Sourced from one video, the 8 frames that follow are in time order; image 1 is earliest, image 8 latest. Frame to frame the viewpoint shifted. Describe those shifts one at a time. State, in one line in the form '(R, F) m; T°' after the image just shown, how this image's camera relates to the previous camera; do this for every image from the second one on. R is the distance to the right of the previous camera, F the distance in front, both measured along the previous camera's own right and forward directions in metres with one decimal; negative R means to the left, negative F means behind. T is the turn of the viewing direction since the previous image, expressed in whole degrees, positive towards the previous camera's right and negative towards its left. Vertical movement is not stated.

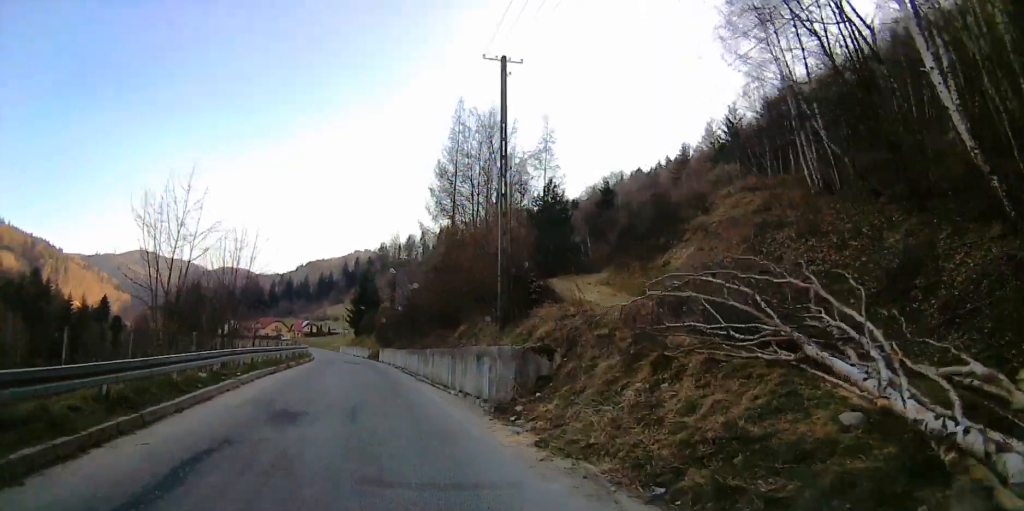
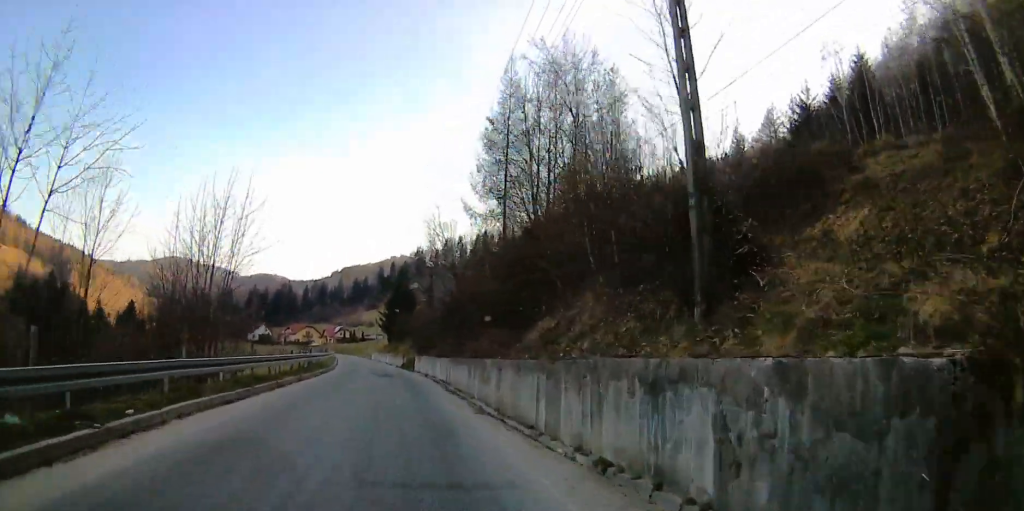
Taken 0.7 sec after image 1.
(-0.4, +9.8) m; -3°
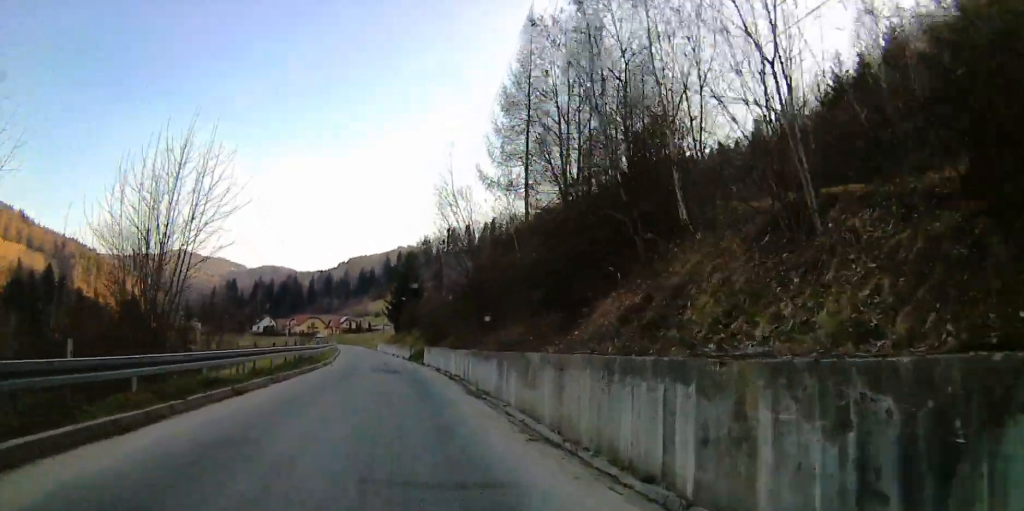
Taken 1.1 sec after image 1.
(-0.1, +6.0) m; -2°
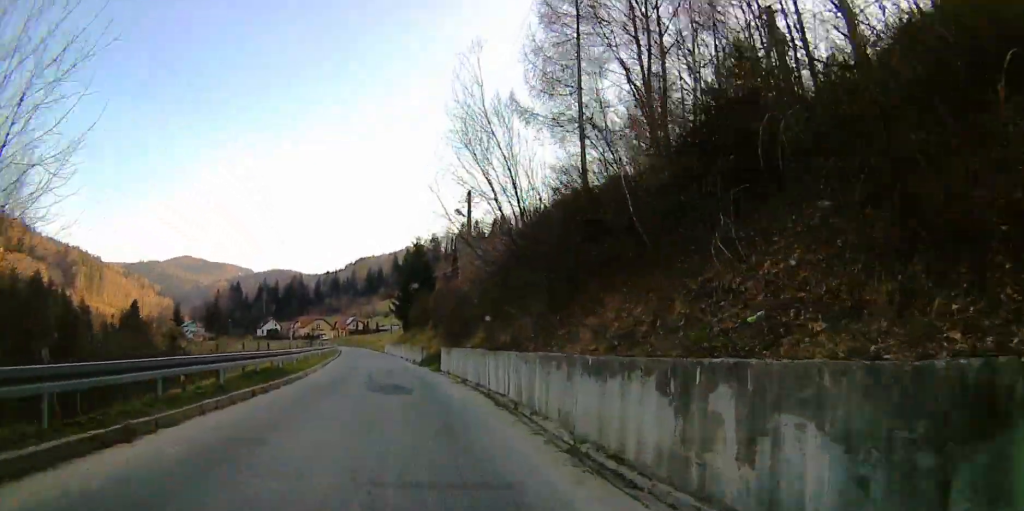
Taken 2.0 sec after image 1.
(-0.2, +10.9) m; +1°
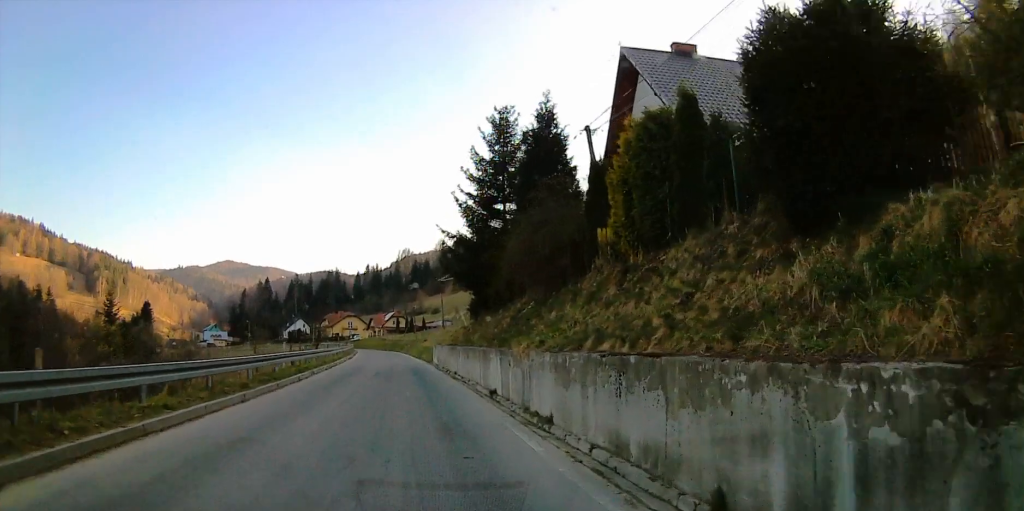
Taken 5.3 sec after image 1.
(-2.8, +44.1) m; -7°
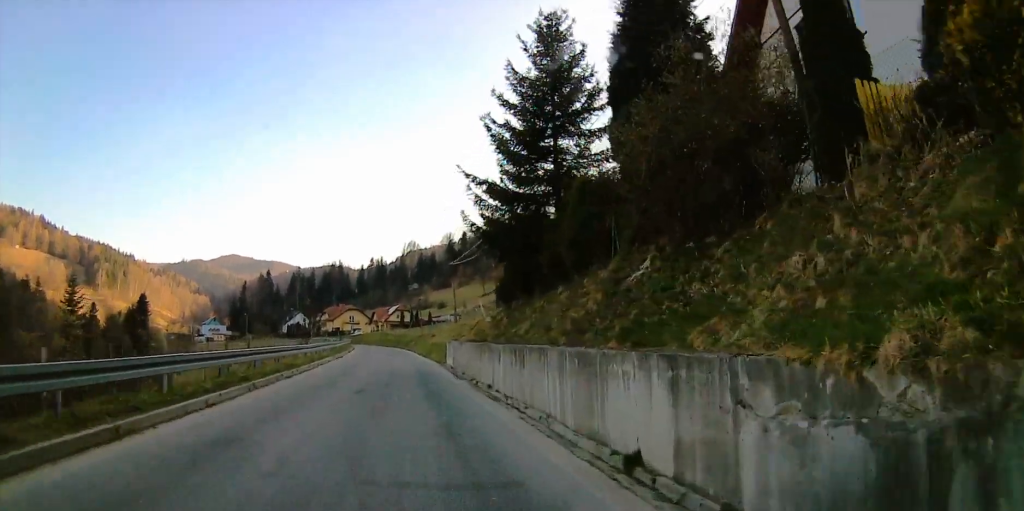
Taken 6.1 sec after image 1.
(+0.2, +12.4) m; +1°
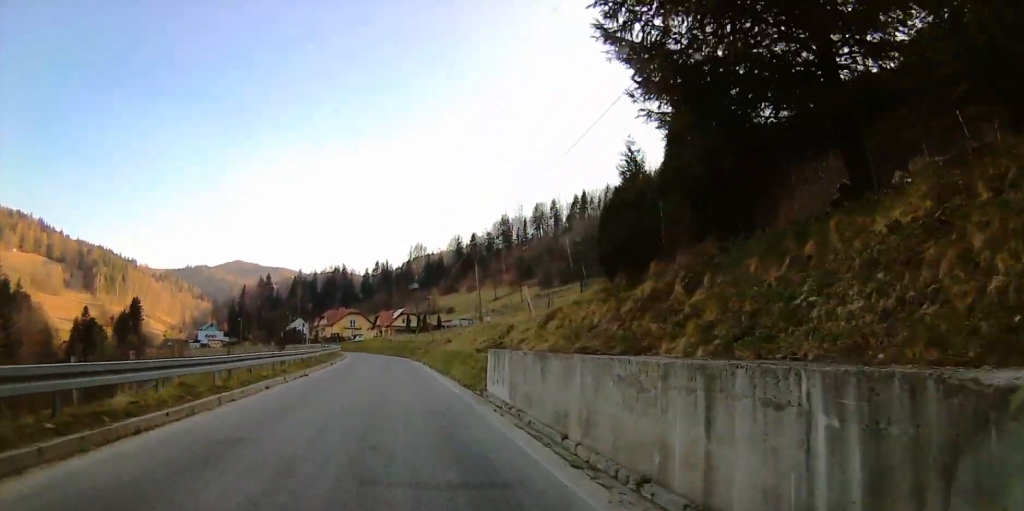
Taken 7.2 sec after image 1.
(+0.1, +17.6) m; +1°
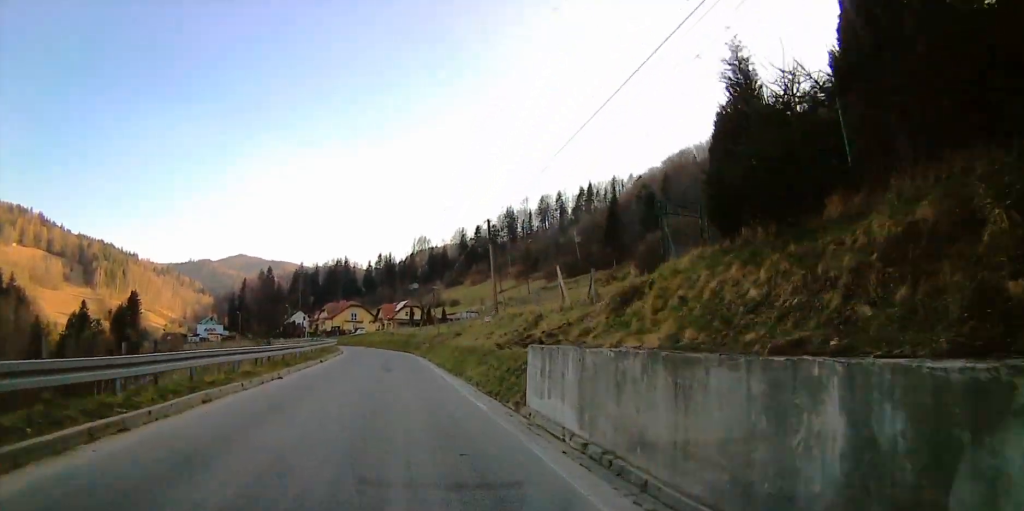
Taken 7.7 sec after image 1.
(0.0, +6.2) m; 0°
